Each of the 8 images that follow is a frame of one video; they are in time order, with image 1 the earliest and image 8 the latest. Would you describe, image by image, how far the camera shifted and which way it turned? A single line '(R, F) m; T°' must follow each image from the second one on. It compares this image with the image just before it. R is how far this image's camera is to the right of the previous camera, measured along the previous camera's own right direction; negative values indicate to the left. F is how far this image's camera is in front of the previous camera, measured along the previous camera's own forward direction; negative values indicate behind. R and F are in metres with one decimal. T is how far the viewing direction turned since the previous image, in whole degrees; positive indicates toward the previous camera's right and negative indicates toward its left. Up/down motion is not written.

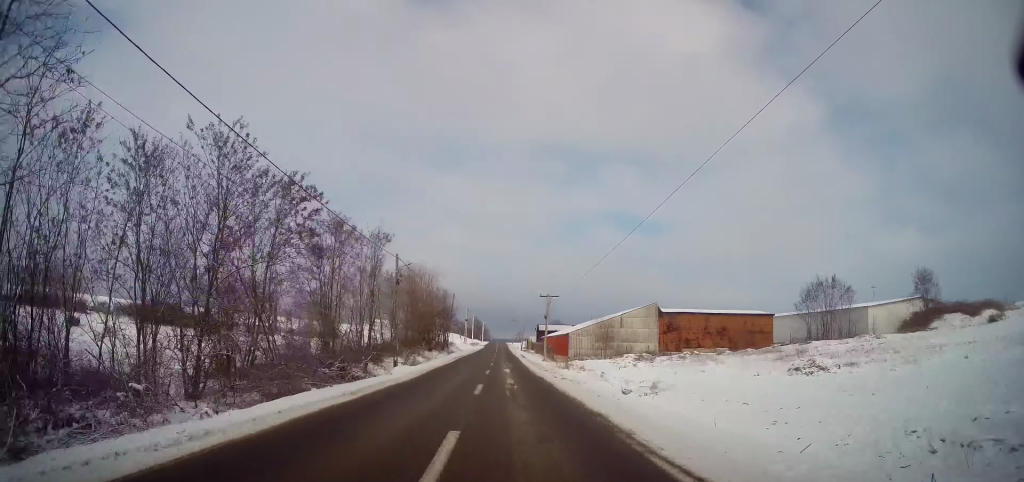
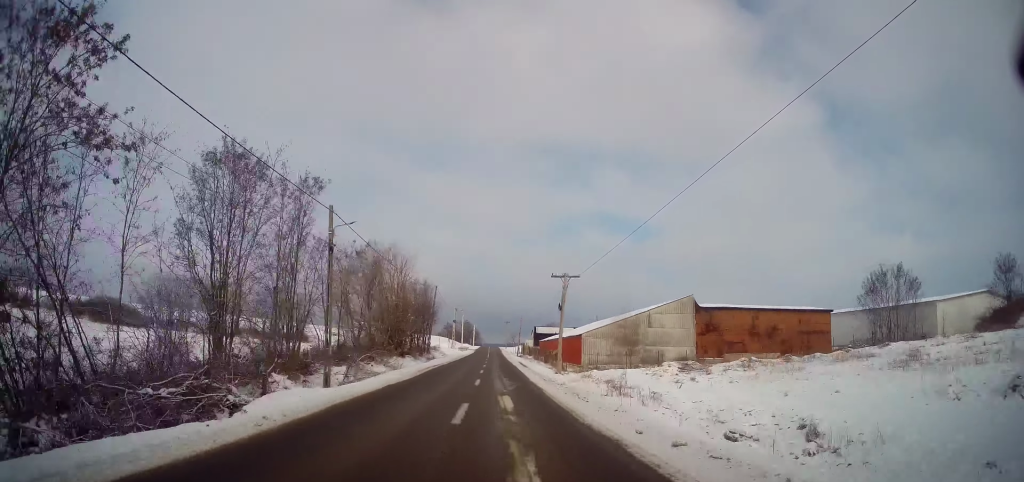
(0.0, +13.9) m; +1°
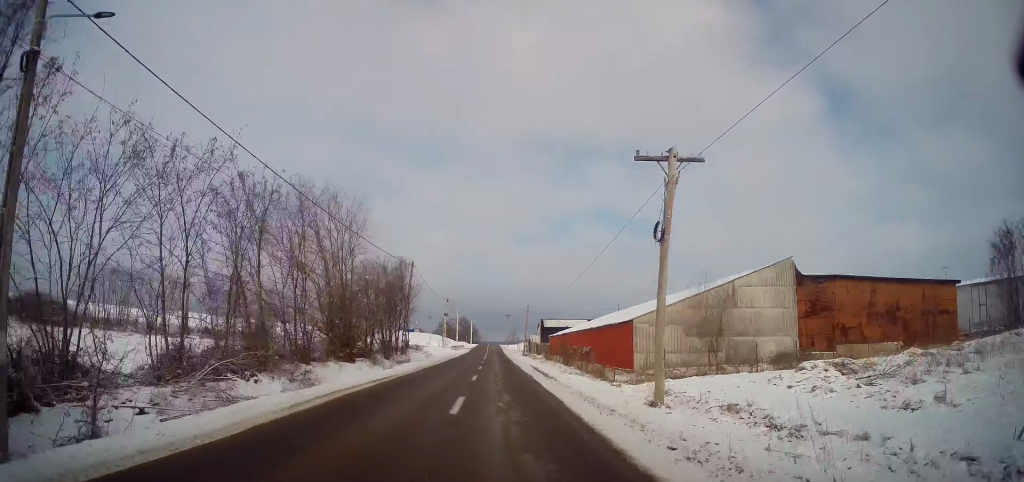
(+0.2, +17.7) m; +1°
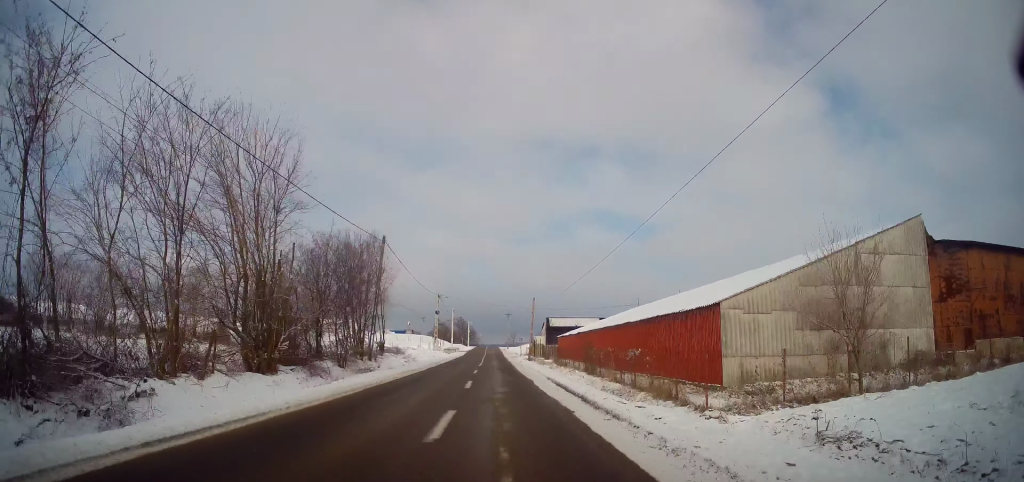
(+0.1, +11.7) m; 0°
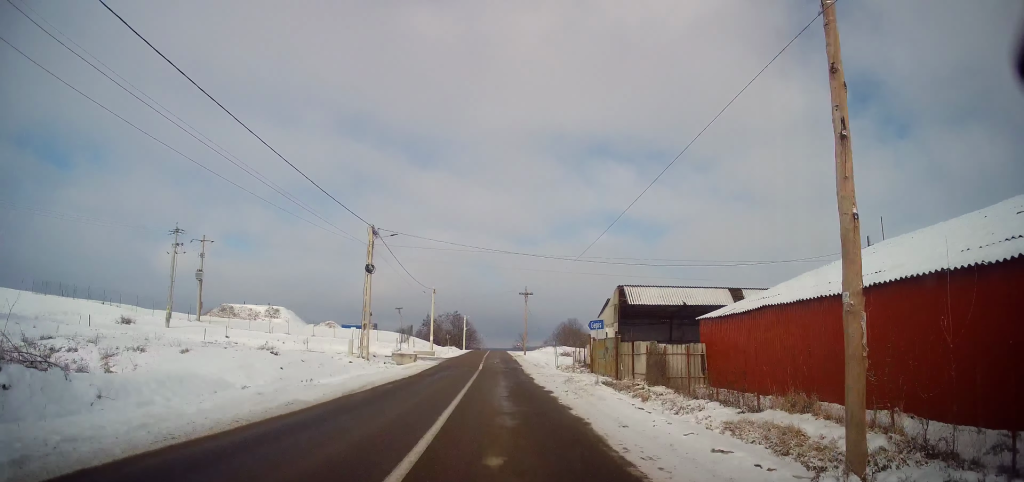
(-0.8, +44.7) m; -1°
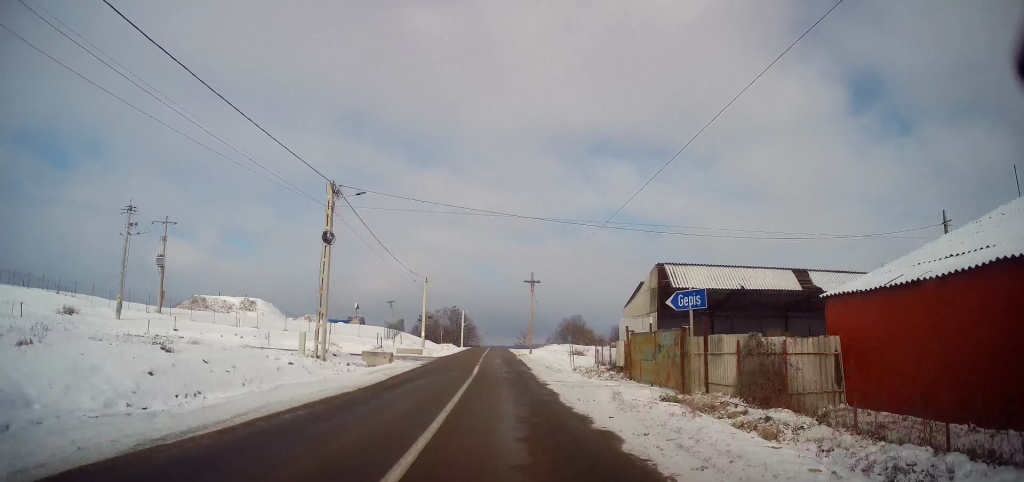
(0.0, +8.7) m; 0°
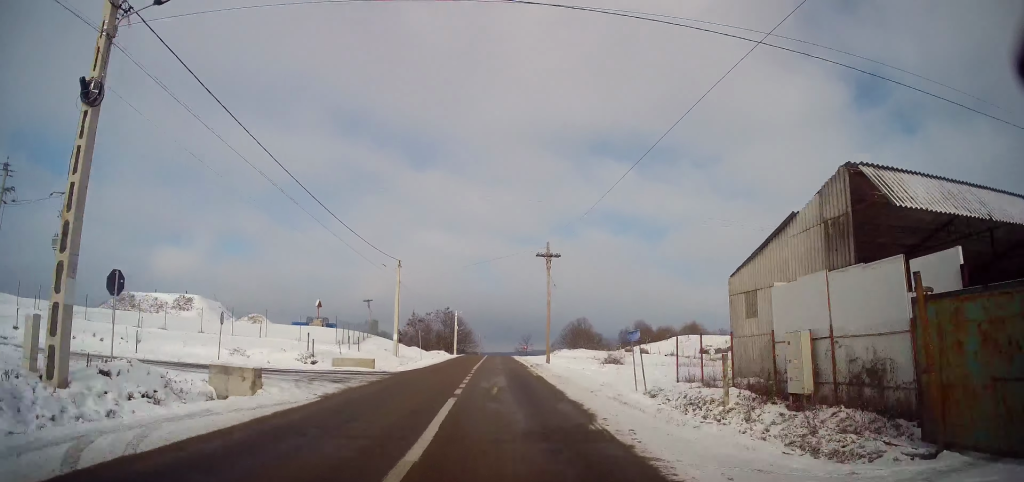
(+0.2, +16.1) m; 0°
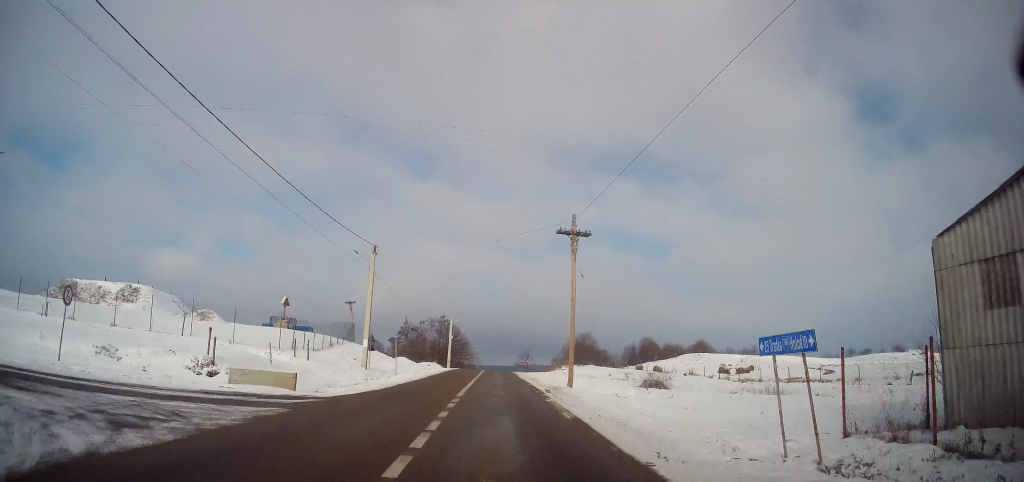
(-0.2, +9.8) m; -1°
